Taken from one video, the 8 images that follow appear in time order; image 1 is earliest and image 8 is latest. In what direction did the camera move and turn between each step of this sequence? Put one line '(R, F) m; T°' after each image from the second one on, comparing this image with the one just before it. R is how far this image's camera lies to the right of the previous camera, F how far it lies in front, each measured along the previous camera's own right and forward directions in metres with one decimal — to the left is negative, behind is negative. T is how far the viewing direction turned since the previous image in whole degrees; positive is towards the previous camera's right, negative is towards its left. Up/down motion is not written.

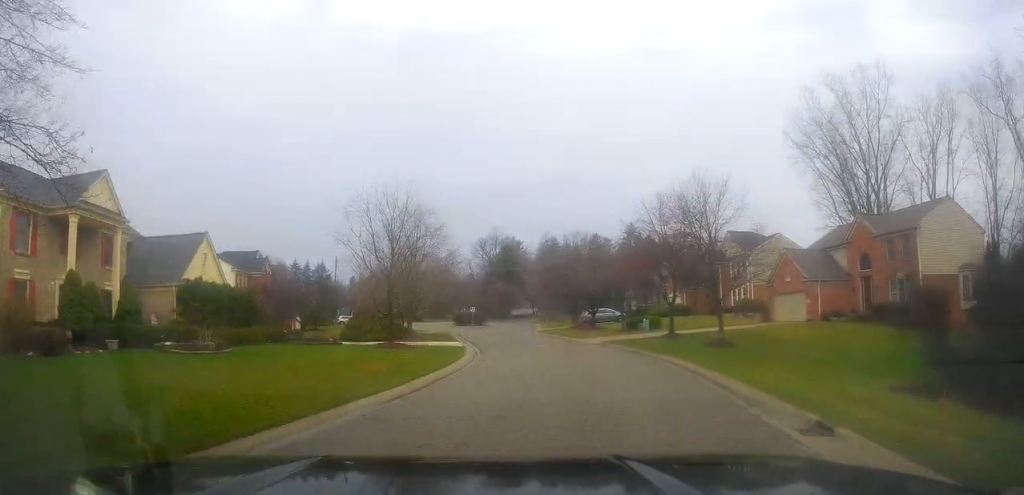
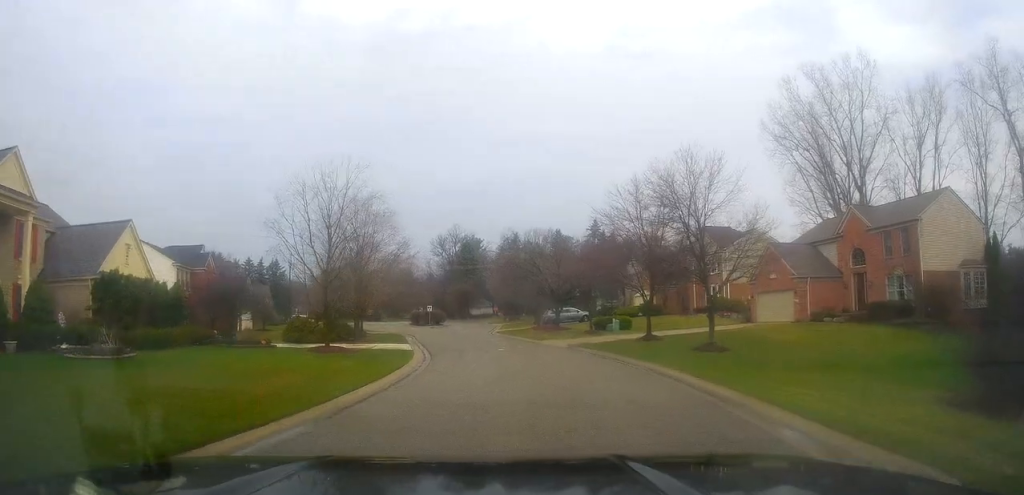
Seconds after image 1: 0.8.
(+0.6, +3.9) m; +1°
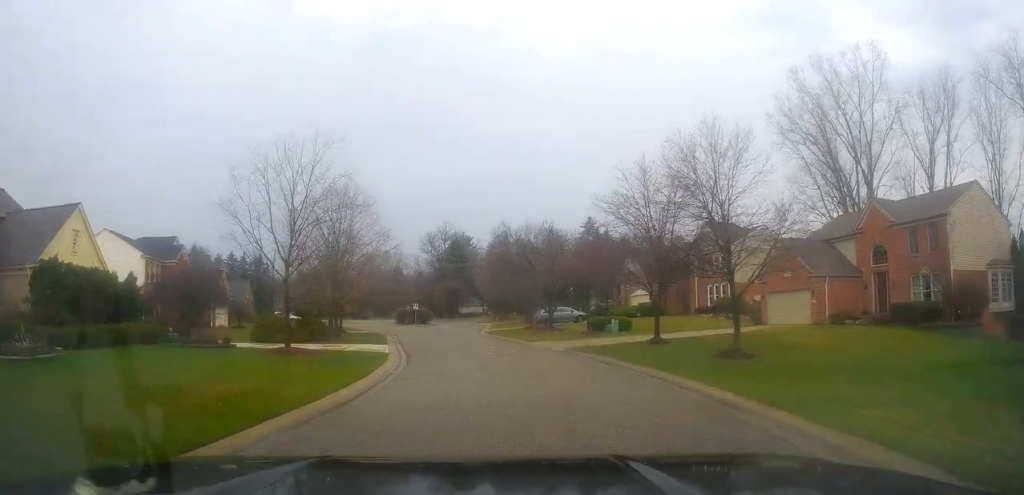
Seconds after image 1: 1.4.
(-0.3, +3.5) m; -2°
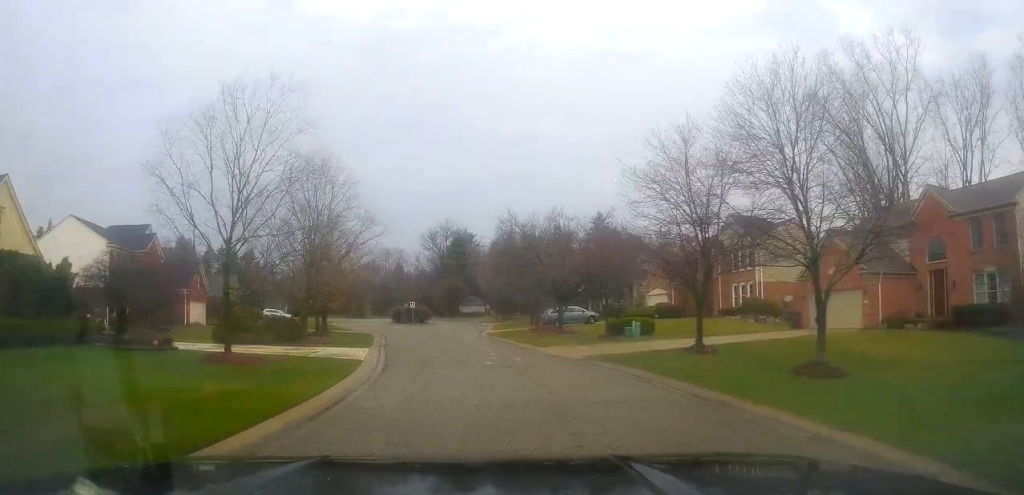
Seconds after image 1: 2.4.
(-0.1, +5.3) m; +2°
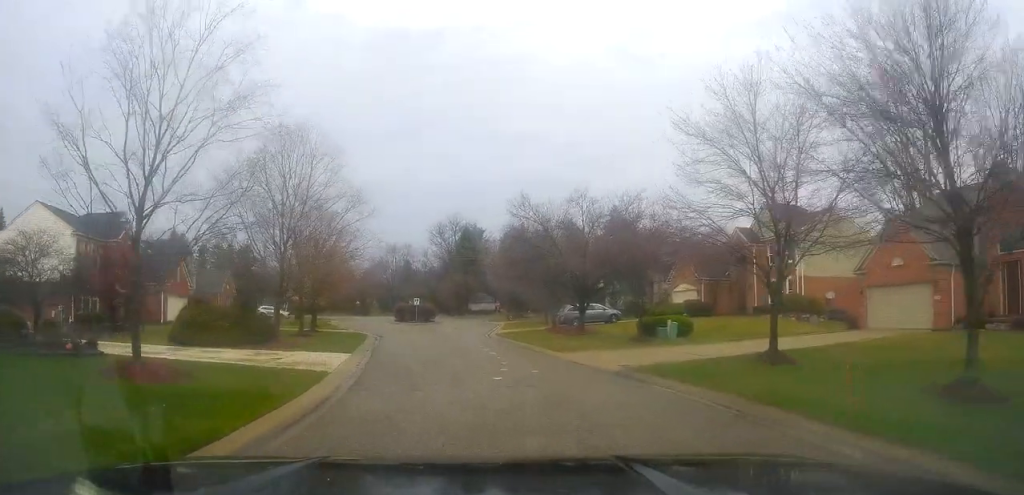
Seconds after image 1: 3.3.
(+0.3, +5.3) m; +1°
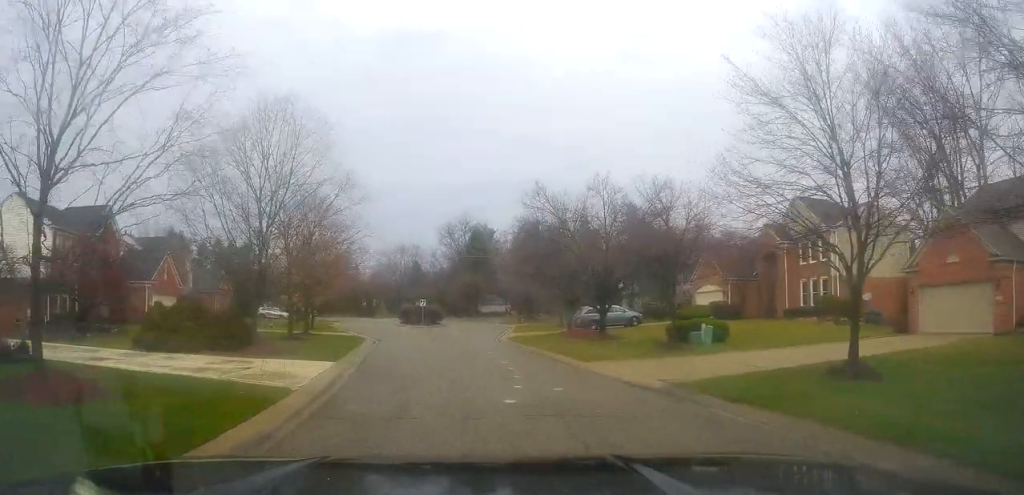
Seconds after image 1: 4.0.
(+0.2, +3.6) m; -3°
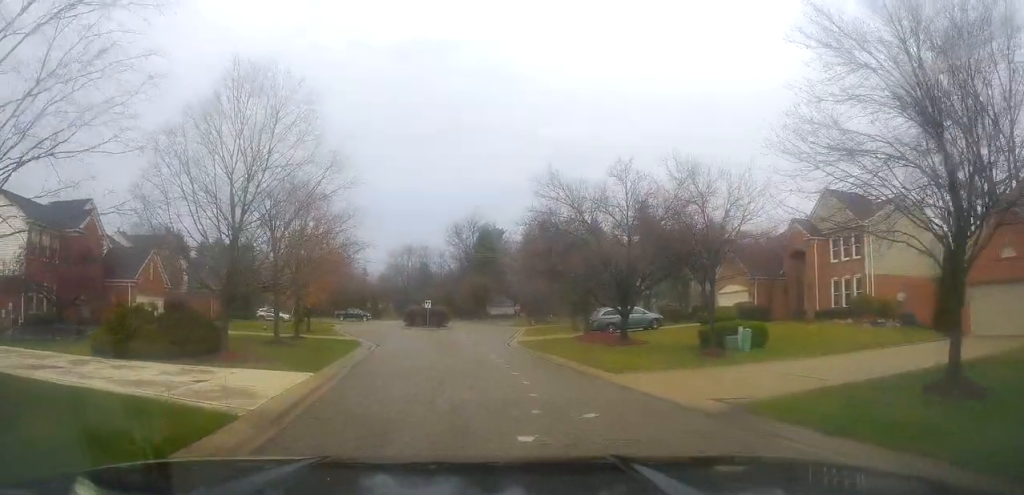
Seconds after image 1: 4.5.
(-0.4, +3.2) m; -2°
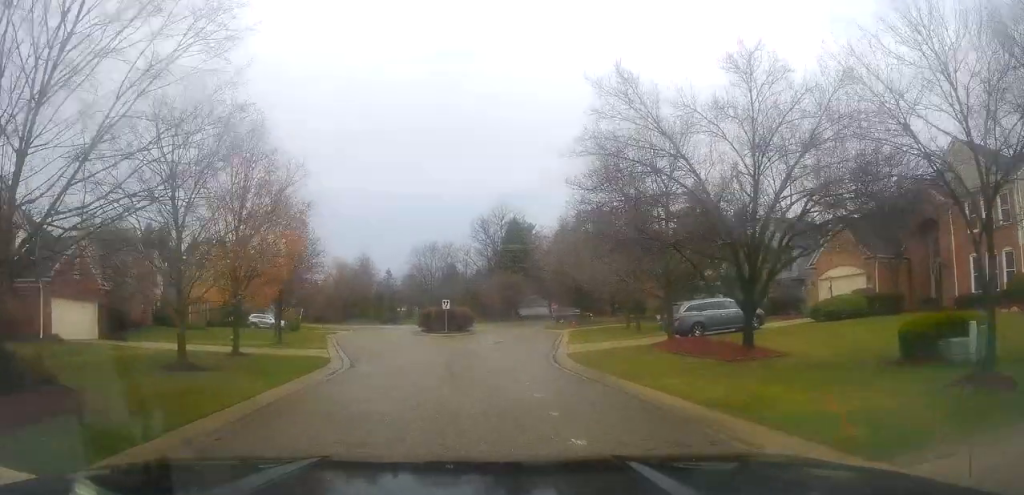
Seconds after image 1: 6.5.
(-0.3, +11.6) m; -4°
